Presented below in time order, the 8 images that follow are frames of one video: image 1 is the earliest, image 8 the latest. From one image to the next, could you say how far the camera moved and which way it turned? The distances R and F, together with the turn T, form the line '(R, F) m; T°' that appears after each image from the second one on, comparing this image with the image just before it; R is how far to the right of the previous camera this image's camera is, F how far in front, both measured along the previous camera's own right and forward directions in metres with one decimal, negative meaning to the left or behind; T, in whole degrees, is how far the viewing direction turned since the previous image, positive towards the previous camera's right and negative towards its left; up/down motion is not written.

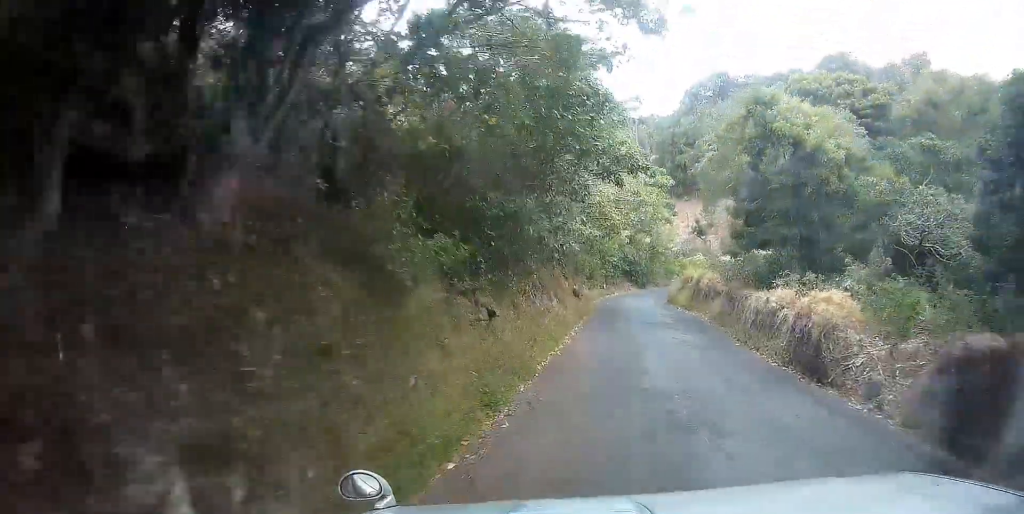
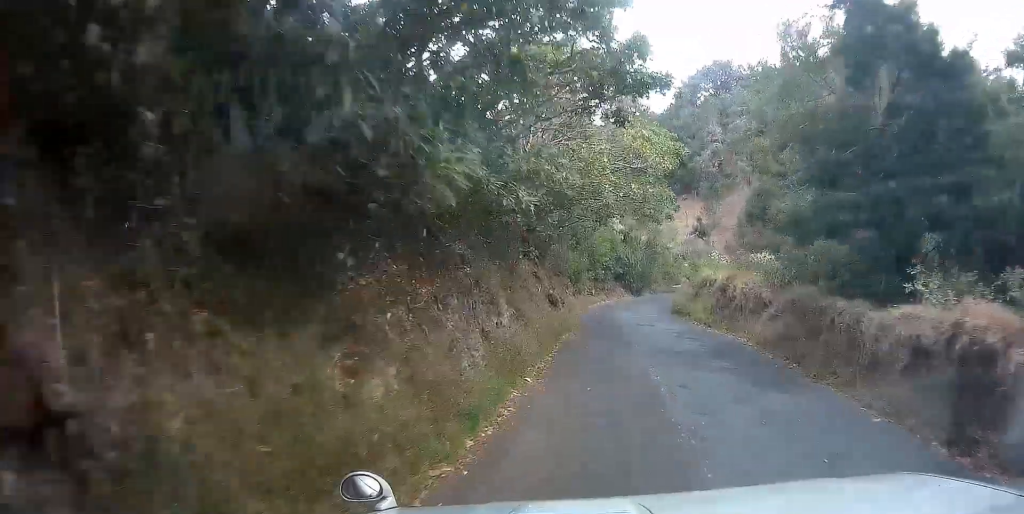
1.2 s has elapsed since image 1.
(0.0, +7.9) m; -1°
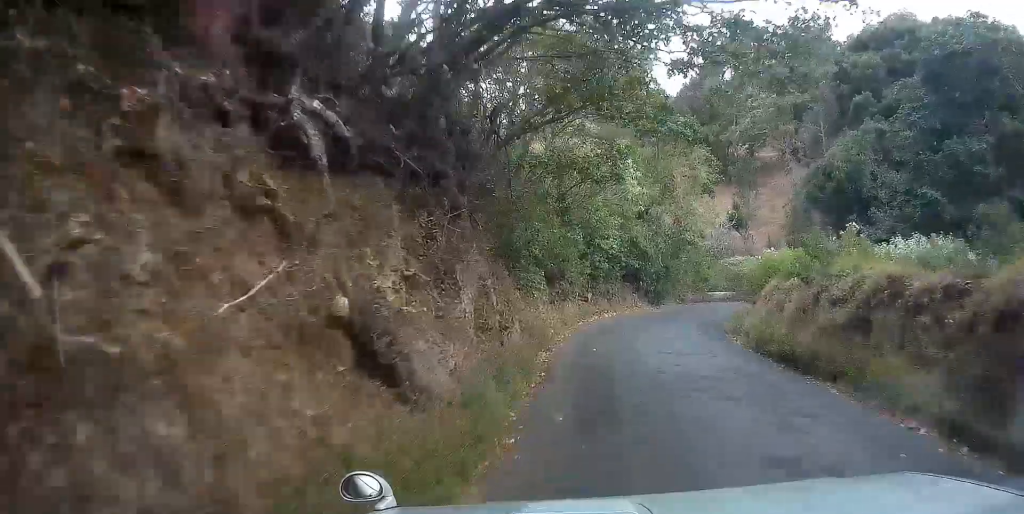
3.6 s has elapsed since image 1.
(-0.4, +16.4) m; -1°
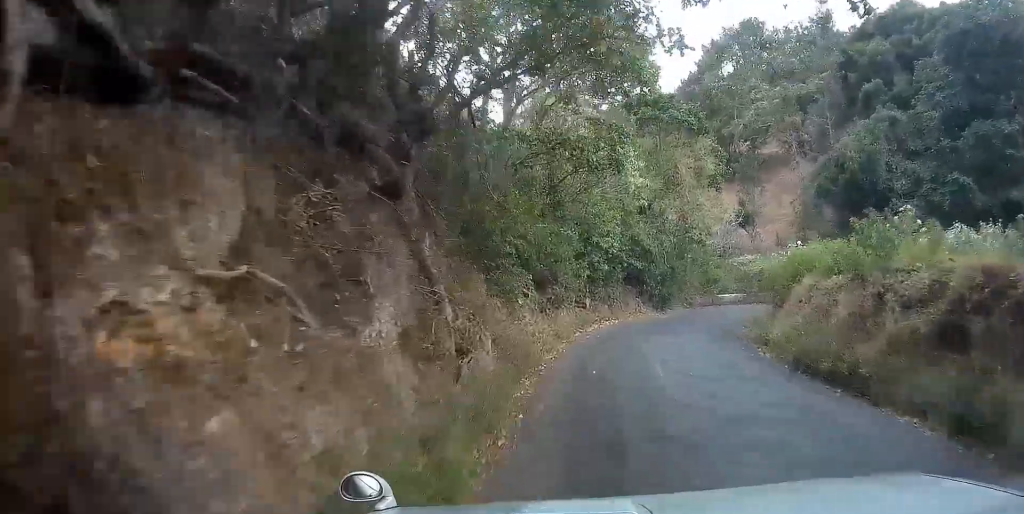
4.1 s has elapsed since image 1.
(+0.1, +2.8) m; -1°
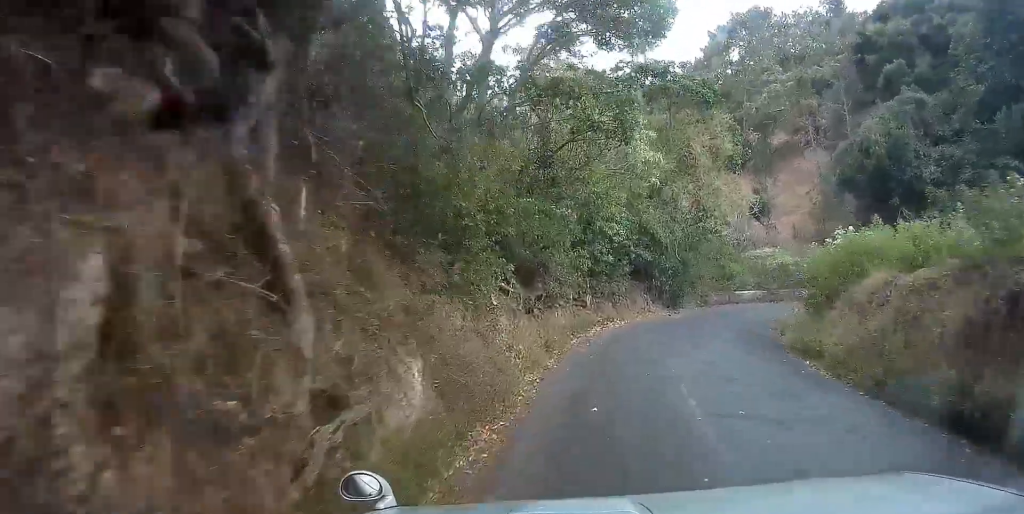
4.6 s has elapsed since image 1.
(+0.1, +3.3) m; -1°
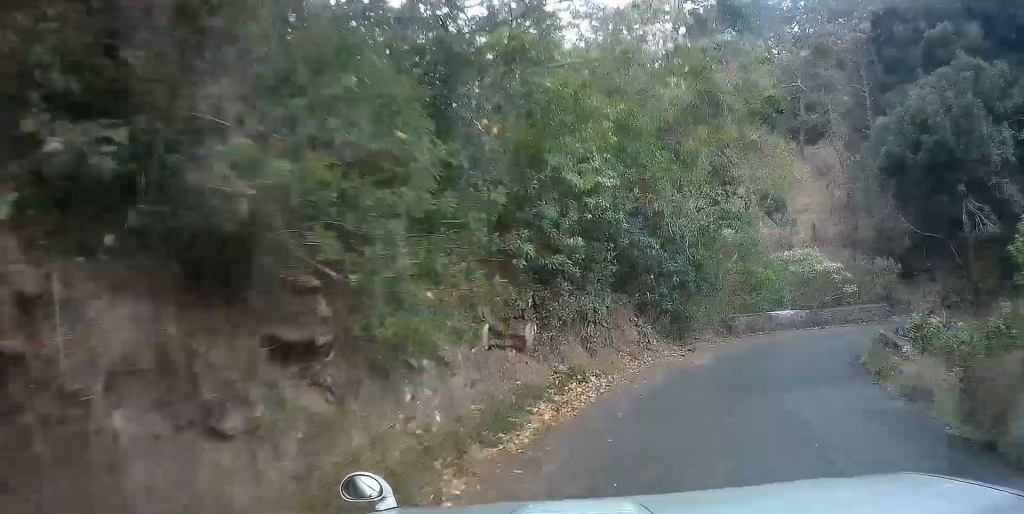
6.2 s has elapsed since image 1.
(0.0, +9.5) m; +5°
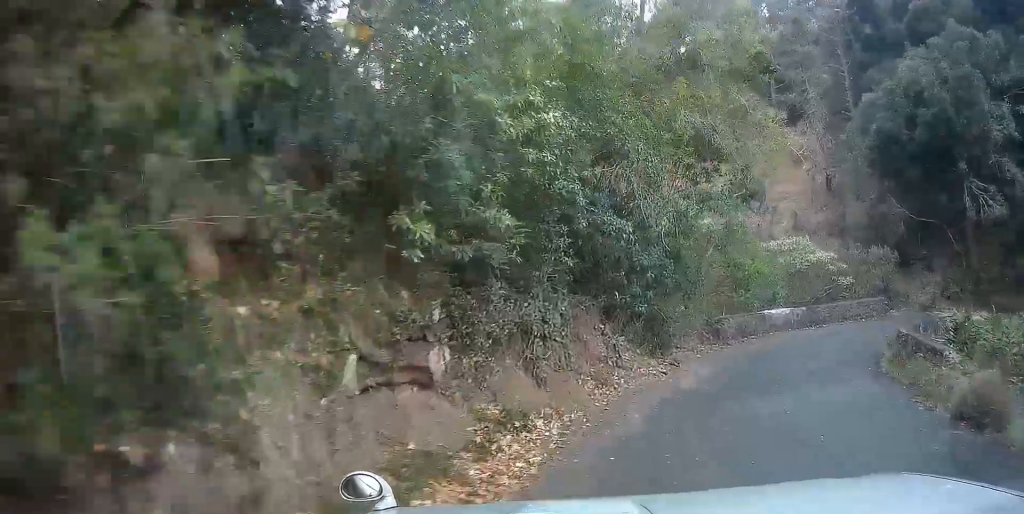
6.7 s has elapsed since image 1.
(+0.1, +3.1) m; +4°
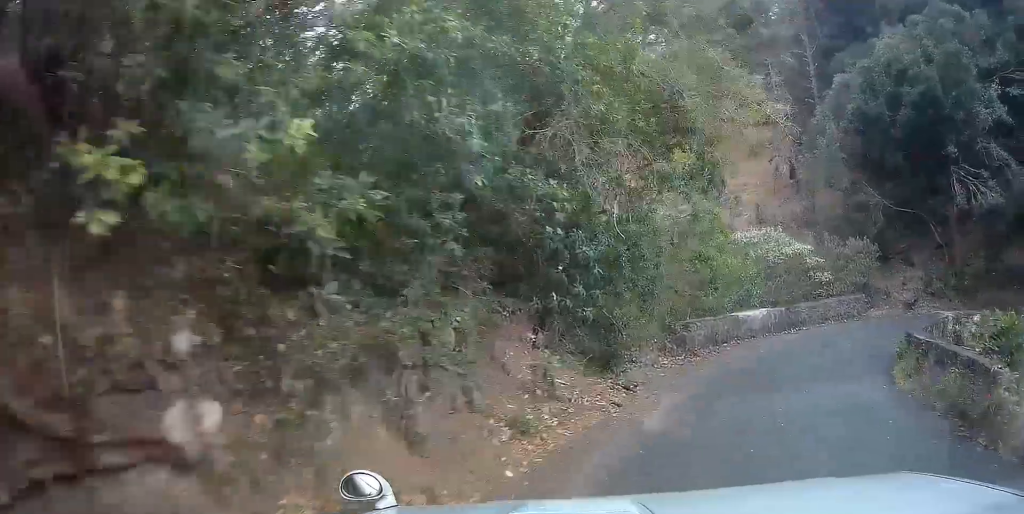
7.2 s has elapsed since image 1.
(+0.1, +2.8) m; +4°
